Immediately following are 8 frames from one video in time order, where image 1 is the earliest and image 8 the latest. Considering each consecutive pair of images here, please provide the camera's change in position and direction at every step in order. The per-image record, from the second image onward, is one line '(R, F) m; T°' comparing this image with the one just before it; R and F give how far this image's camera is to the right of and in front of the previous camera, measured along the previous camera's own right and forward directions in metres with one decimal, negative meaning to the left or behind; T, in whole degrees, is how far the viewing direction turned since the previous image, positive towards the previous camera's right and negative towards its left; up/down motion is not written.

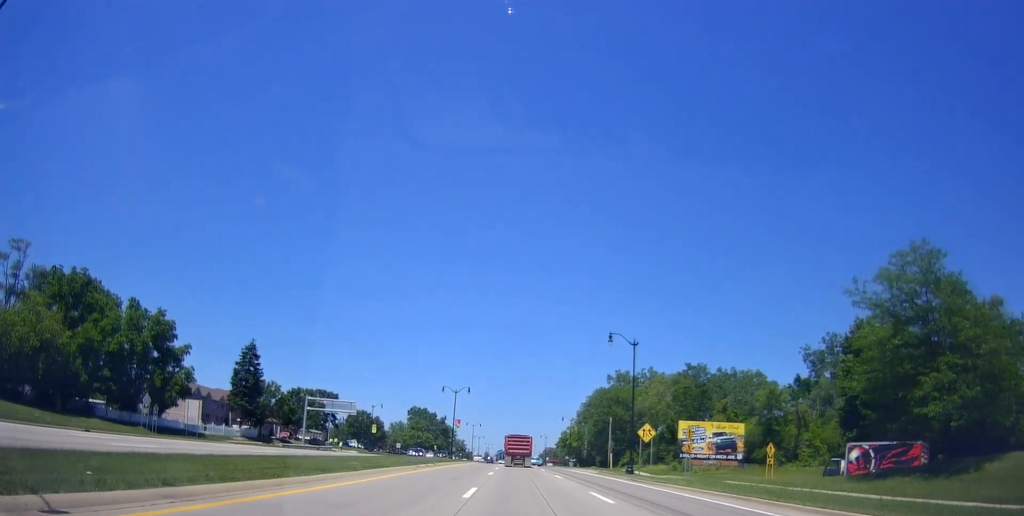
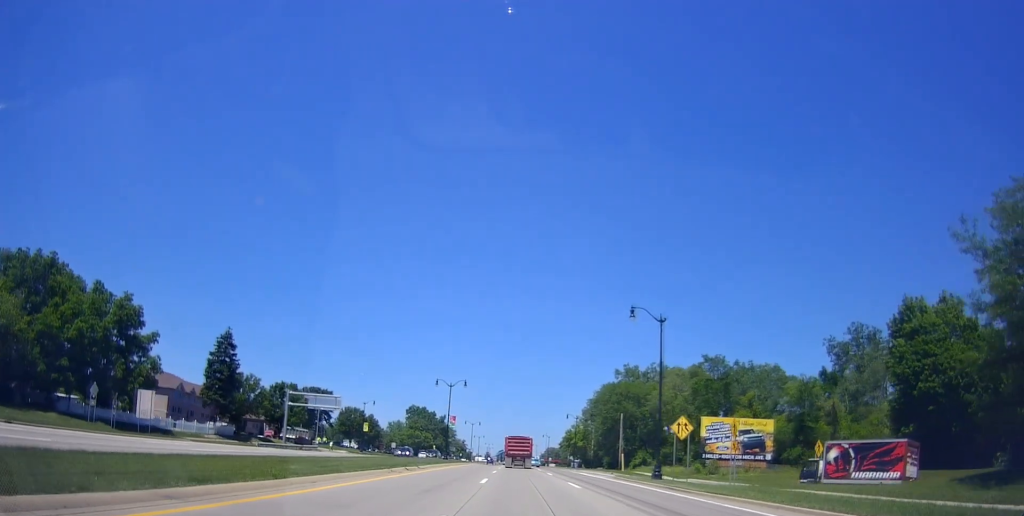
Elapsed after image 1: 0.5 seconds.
(0.0, +8.1) m; 0°
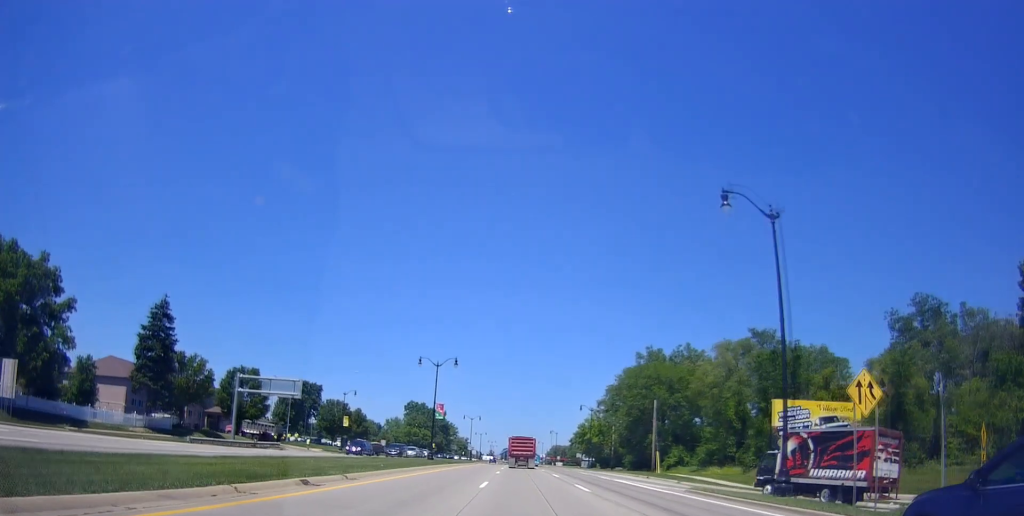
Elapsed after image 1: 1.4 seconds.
(0.0, +16.8) m; -2°
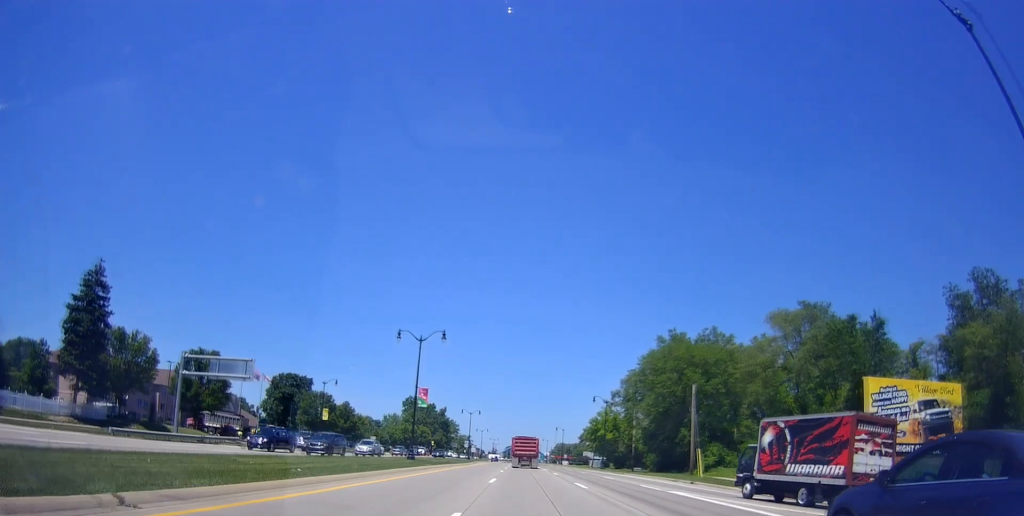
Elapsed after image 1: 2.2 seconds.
(-0.5, +12.7) m; -1°
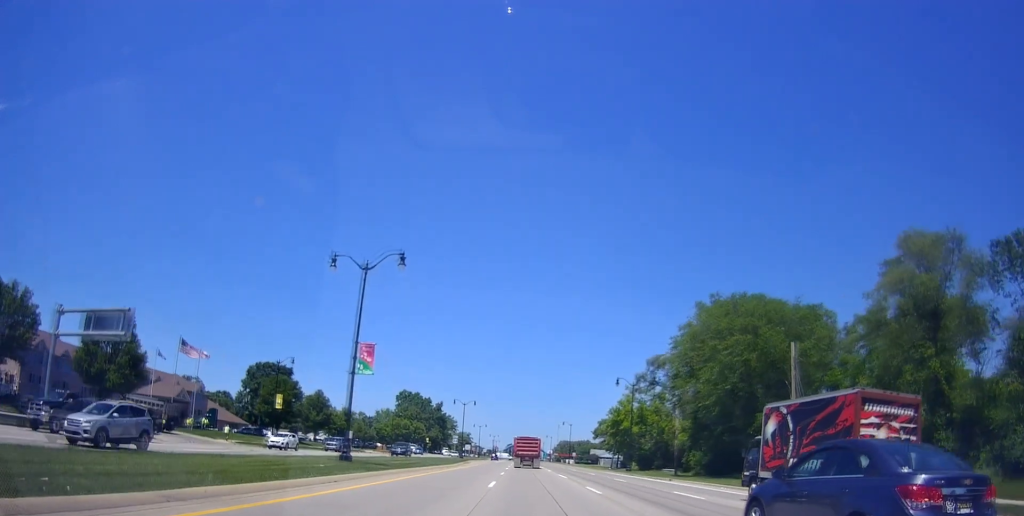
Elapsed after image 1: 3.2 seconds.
(+0.3, +18.6) m; +3°
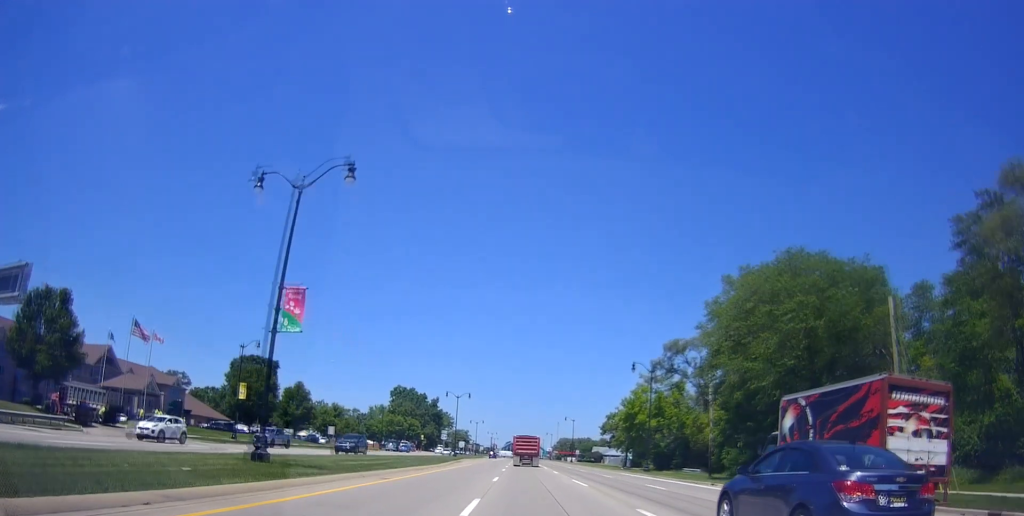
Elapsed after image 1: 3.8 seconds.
(+0.2, +10.0) m; 0°
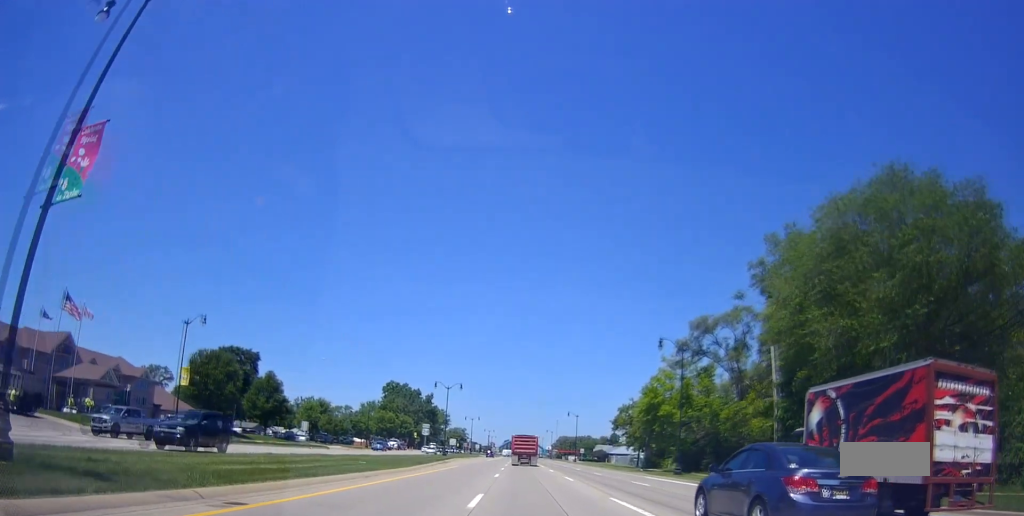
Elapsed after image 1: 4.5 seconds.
(+0.1, +11.7) m; 0°
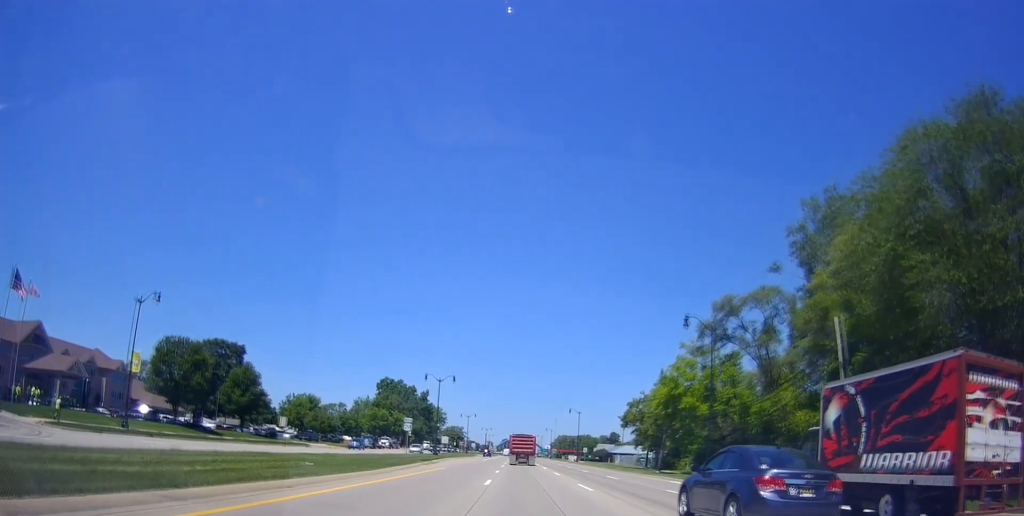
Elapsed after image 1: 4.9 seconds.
(-0.1, +7.6) m; -1°
